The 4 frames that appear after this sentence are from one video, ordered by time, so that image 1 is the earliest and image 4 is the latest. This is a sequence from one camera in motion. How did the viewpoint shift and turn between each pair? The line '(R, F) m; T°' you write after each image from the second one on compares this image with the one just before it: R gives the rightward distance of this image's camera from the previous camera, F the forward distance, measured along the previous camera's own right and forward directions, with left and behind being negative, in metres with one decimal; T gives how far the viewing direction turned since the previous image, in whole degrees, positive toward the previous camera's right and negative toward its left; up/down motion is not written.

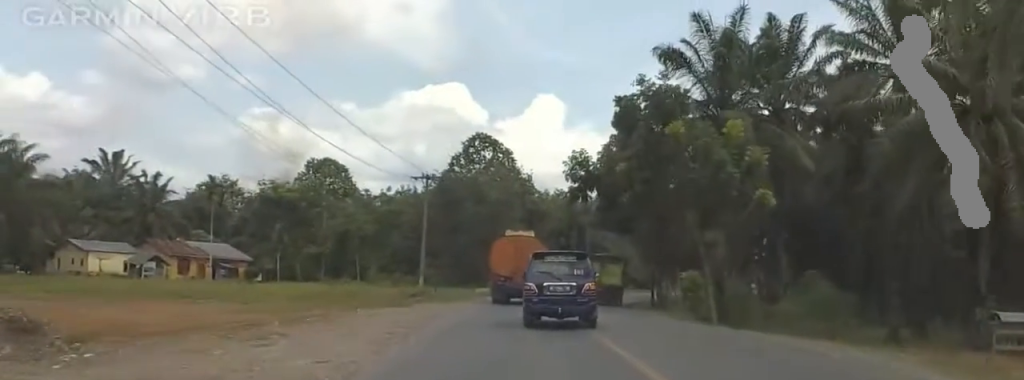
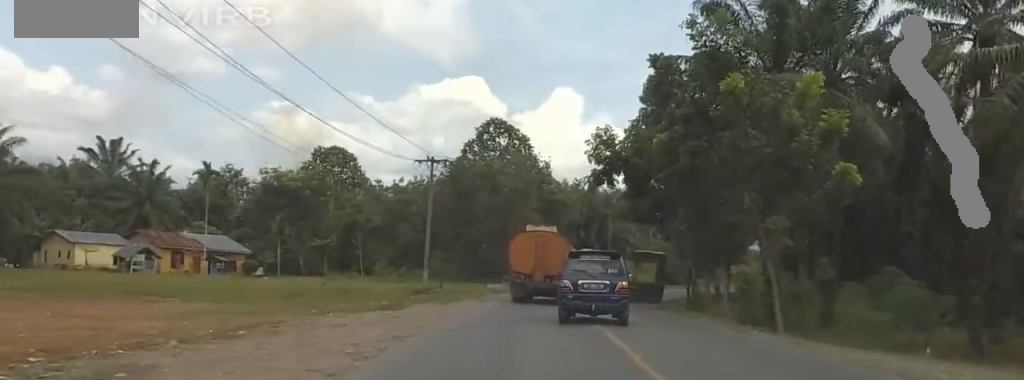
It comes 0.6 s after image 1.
(-0.8, +7.9) m; 0°
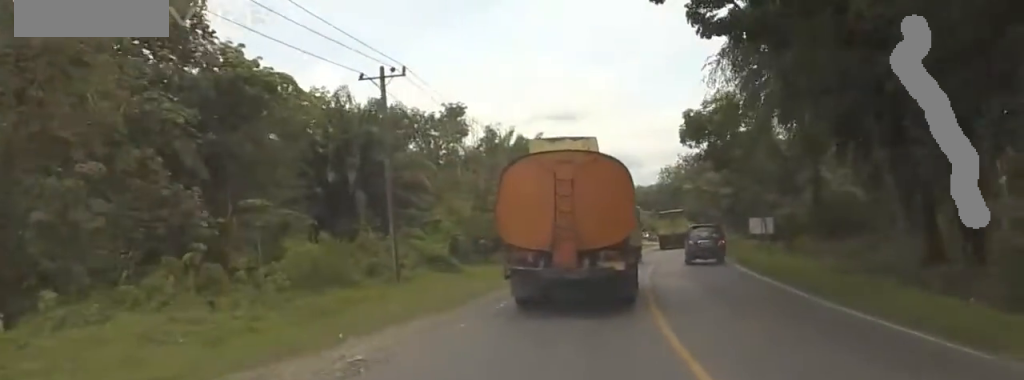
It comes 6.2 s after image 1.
(+5.7, +68.0) m; +12°
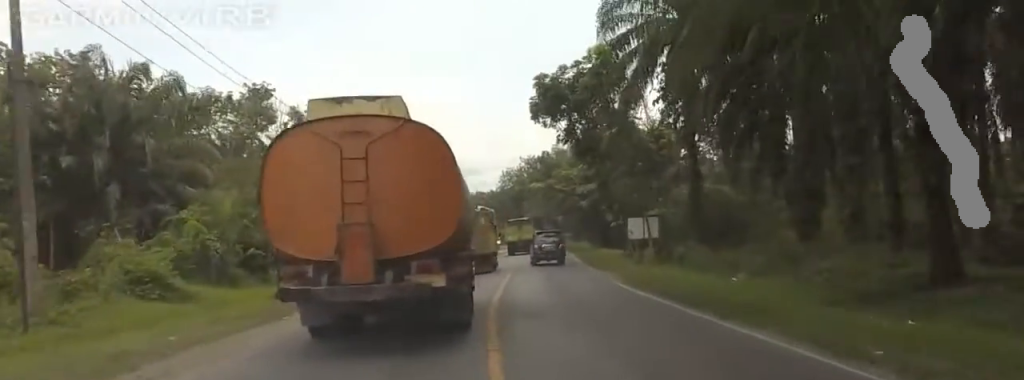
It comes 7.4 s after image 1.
(+1.0, +14.8) m; +7°
